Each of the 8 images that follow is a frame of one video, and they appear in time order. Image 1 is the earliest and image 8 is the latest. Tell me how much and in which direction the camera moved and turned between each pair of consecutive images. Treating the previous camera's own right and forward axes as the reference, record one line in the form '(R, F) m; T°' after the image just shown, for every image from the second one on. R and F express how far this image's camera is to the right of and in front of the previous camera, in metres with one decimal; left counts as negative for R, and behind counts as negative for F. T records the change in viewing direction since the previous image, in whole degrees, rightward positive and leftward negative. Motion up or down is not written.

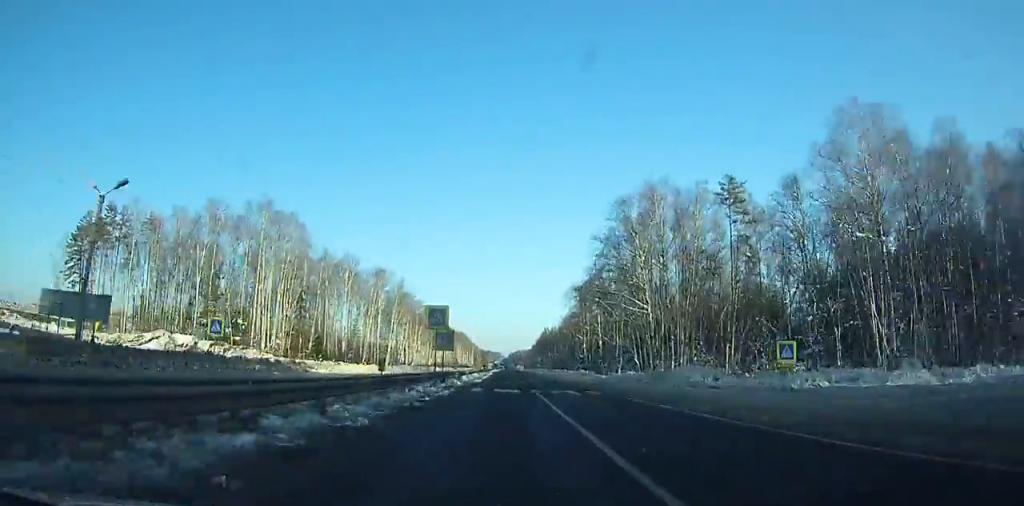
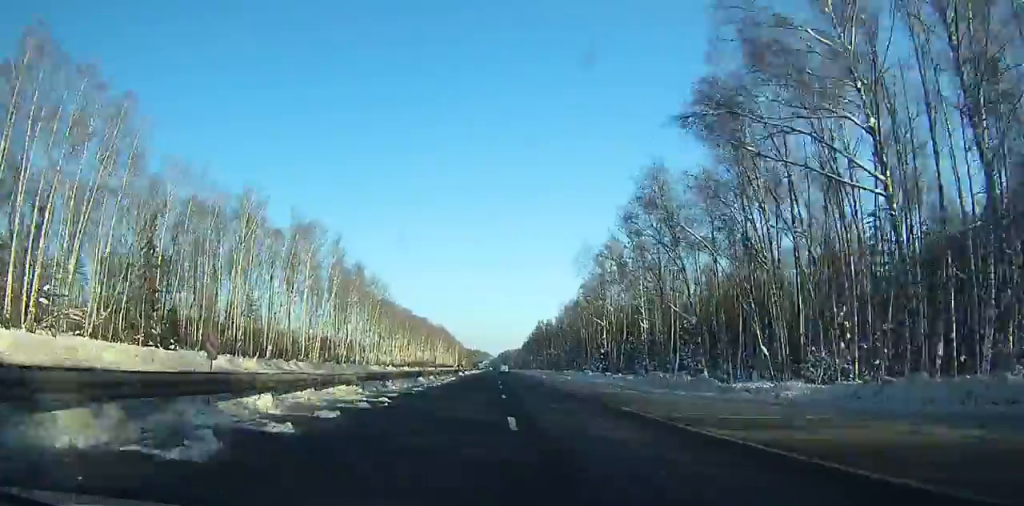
(-0.1, +52.0) m; 0°
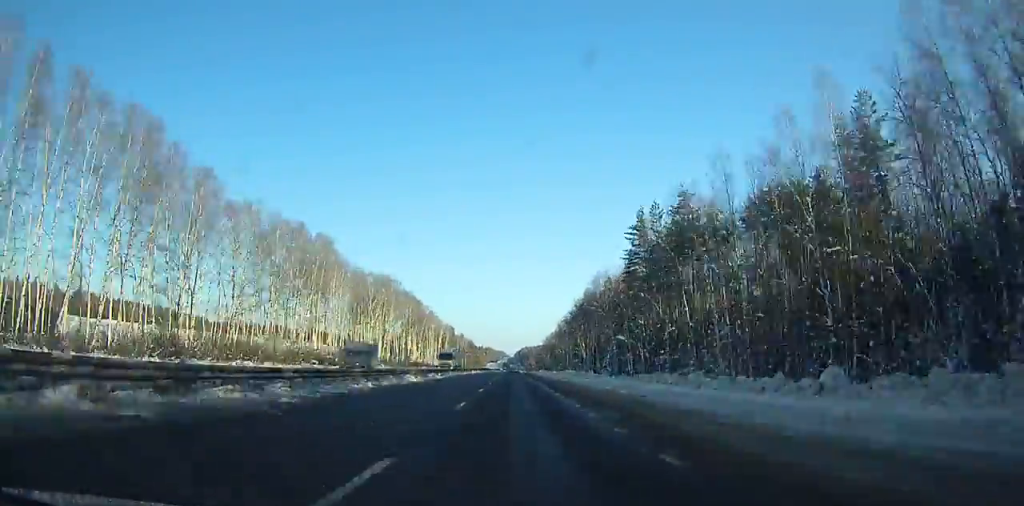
(+0.5, +187.9) m; 0°
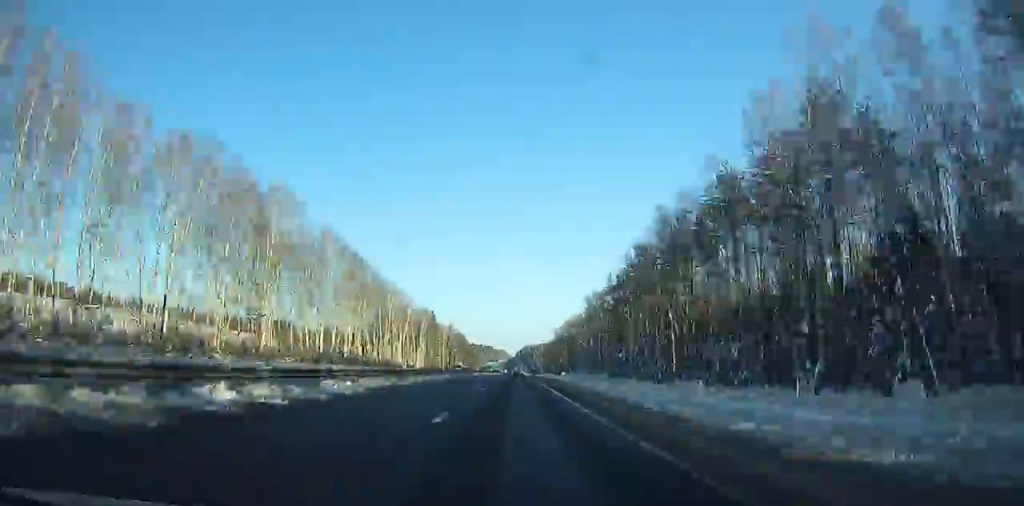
(-0.7, +91.1) m; 0°
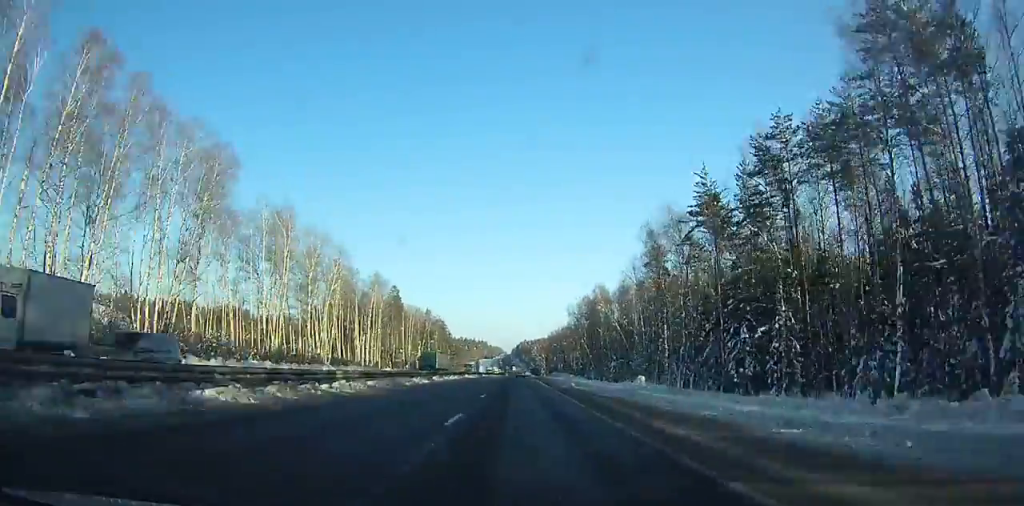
(+0.1, +75.2) m; 0°
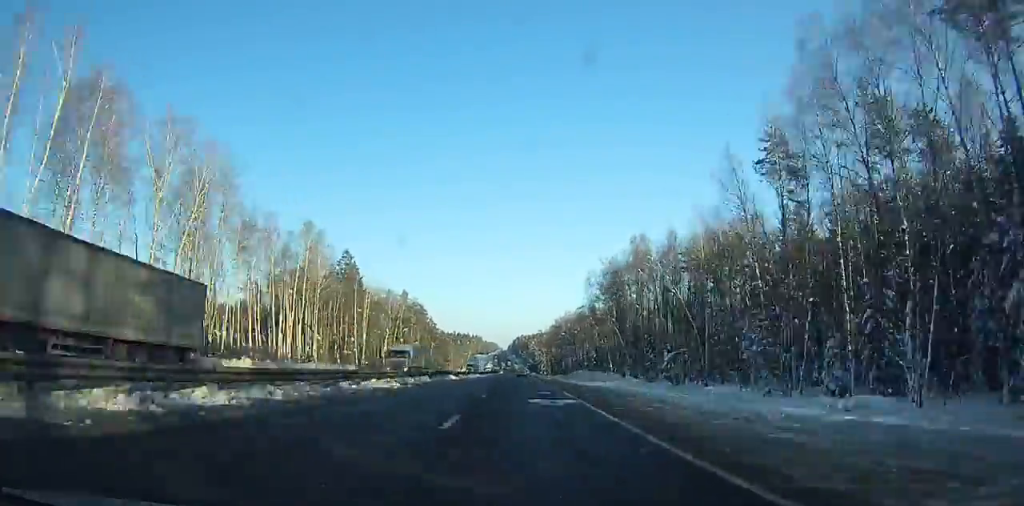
(0.0, +52.1) m; 0°
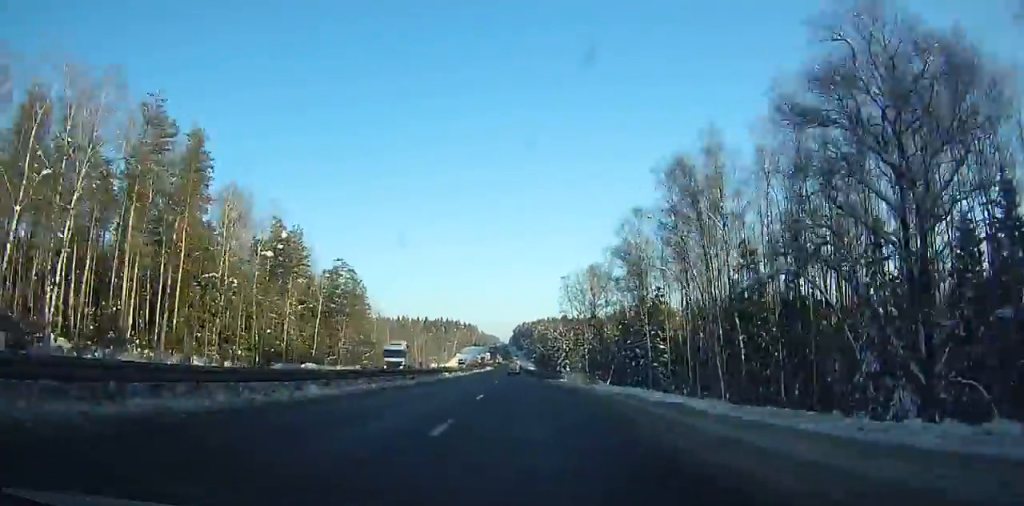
(+1.6, +155.2) m; 0°
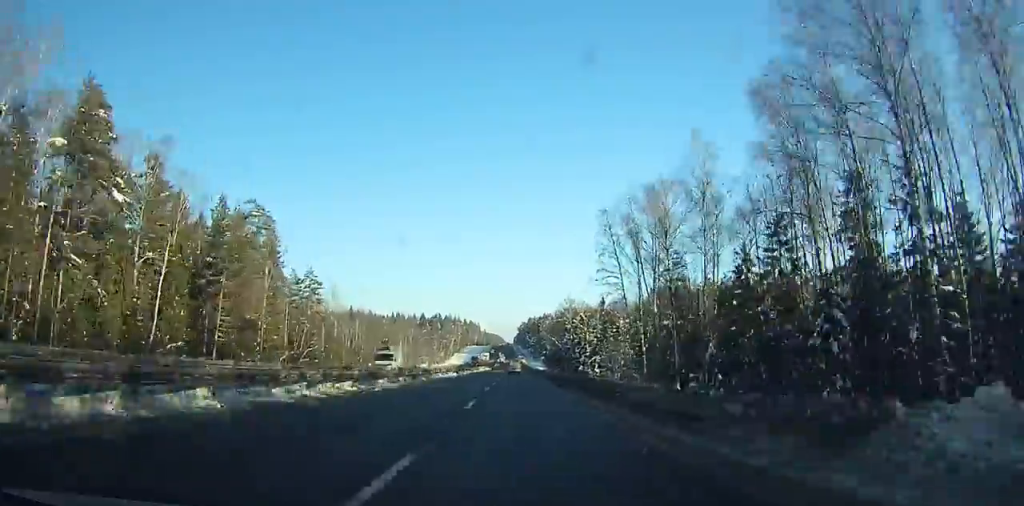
(0.0, +55.3) m; -1°
